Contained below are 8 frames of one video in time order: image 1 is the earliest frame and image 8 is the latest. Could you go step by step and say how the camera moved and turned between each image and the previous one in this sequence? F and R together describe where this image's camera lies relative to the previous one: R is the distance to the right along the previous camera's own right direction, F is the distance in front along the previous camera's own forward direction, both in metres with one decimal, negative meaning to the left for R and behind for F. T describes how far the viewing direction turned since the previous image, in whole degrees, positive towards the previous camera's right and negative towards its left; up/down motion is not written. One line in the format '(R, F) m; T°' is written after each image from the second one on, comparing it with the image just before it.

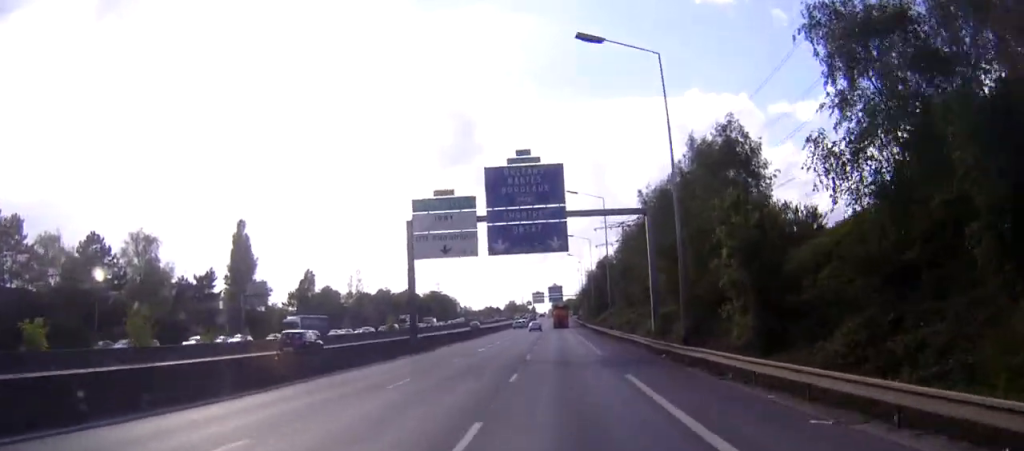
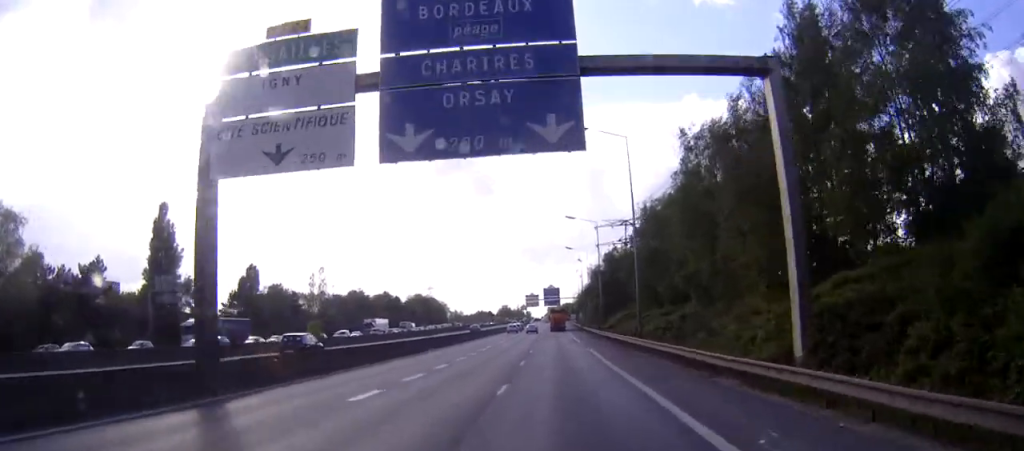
(+0.2, +29.1) m; +1°
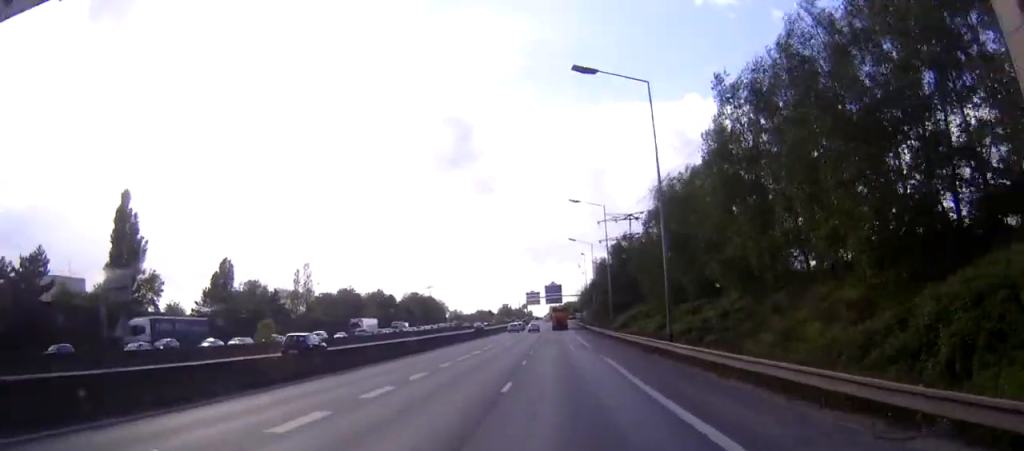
(+0.1, +11.7) m; 0°
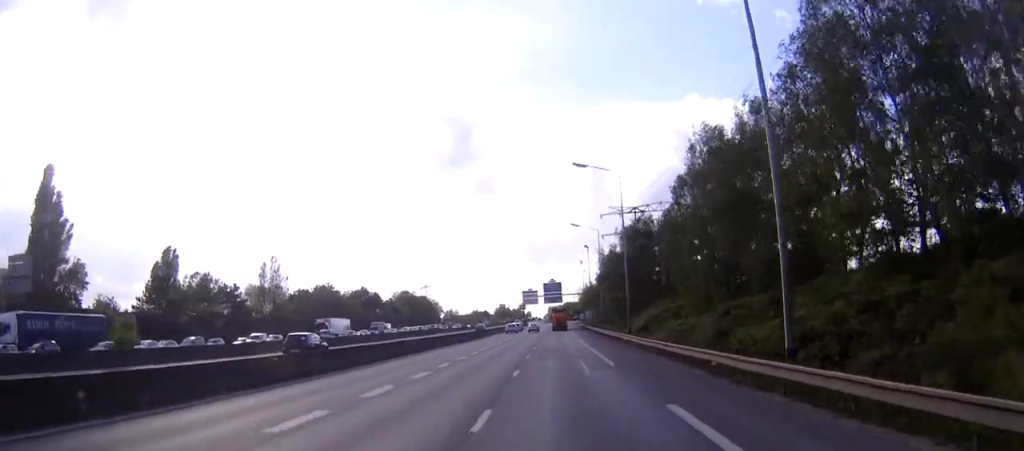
(0.0, +19.3) m; 0°
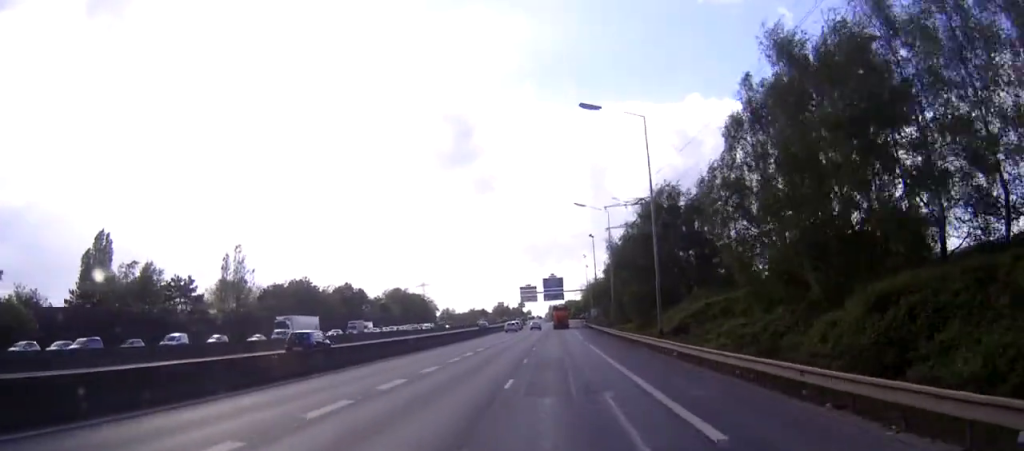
(-0.1, +17.6) m; 0°
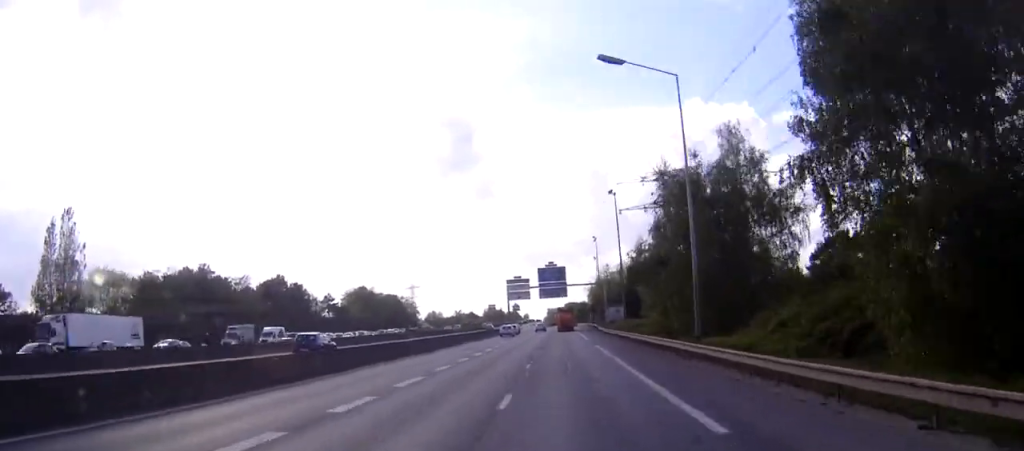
(0.0, +50.5) m; 0°
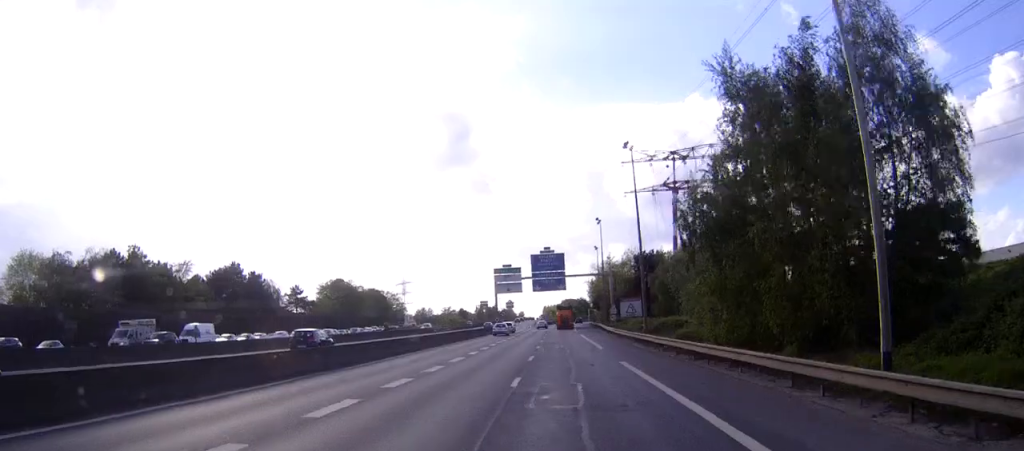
(+0.1, +21.0) m; +1°
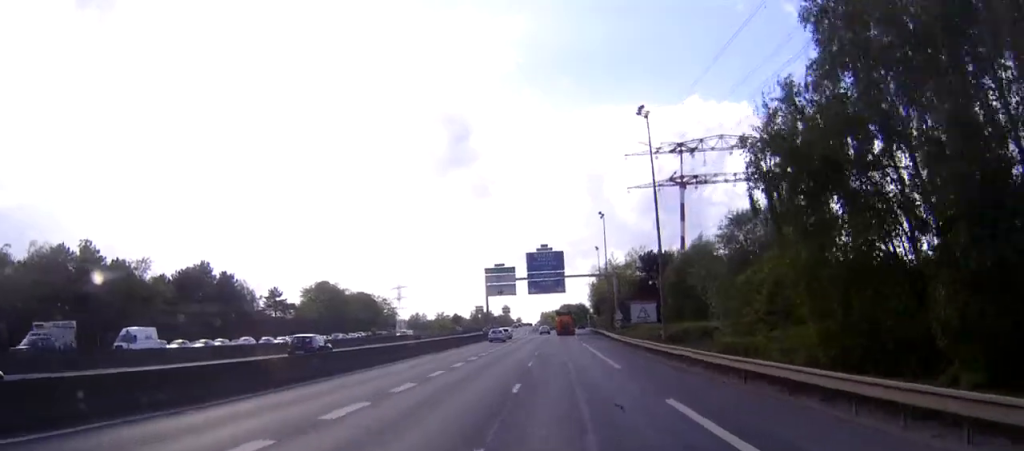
(+0.1, +11.8) m; 0°
